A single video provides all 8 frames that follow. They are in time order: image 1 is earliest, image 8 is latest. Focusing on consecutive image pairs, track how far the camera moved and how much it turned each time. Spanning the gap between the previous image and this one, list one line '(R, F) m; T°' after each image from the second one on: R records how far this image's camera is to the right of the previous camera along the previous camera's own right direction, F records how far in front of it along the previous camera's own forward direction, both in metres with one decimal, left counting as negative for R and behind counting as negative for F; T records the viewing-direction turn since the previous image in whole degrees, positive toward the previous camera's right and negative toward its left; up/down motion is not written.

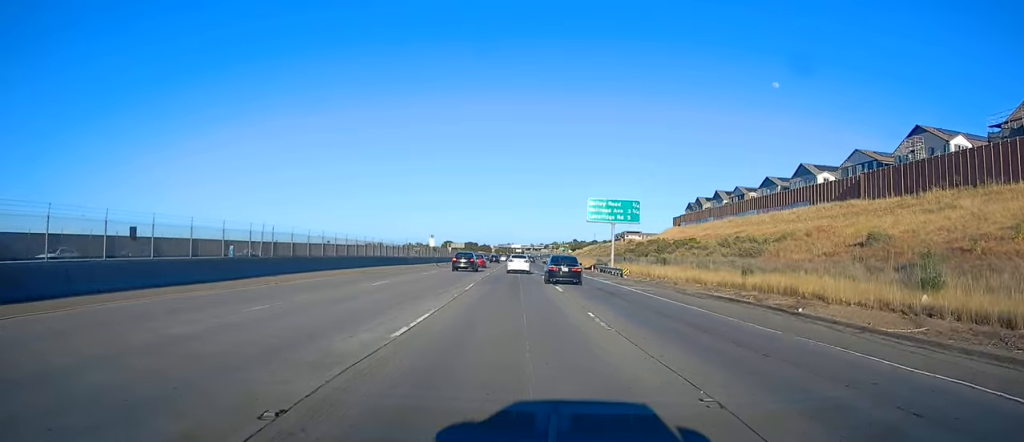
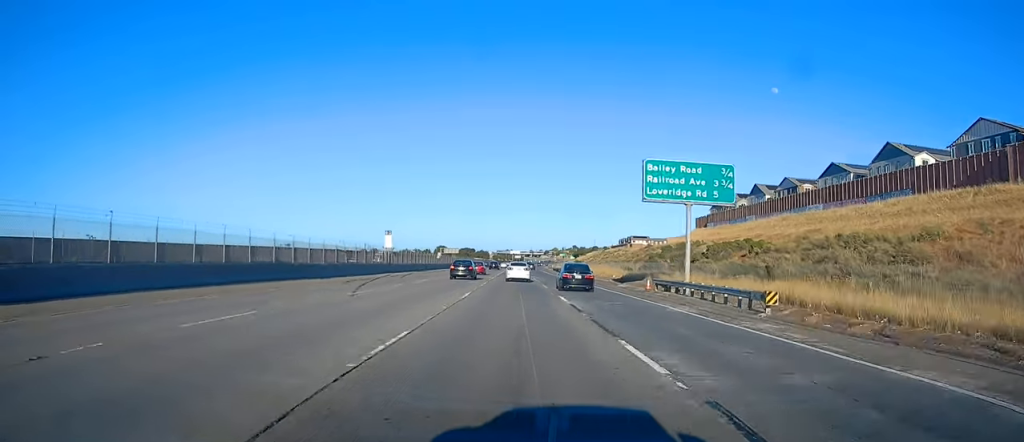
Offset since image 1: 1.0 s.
(-0.1, +33.1) m; 0°
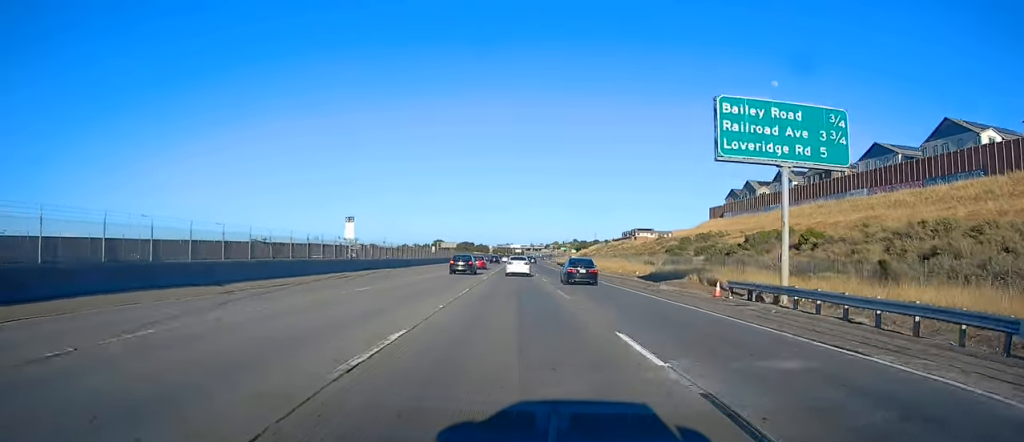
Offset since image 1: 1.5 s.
(0.0, +15.5) m; 0°
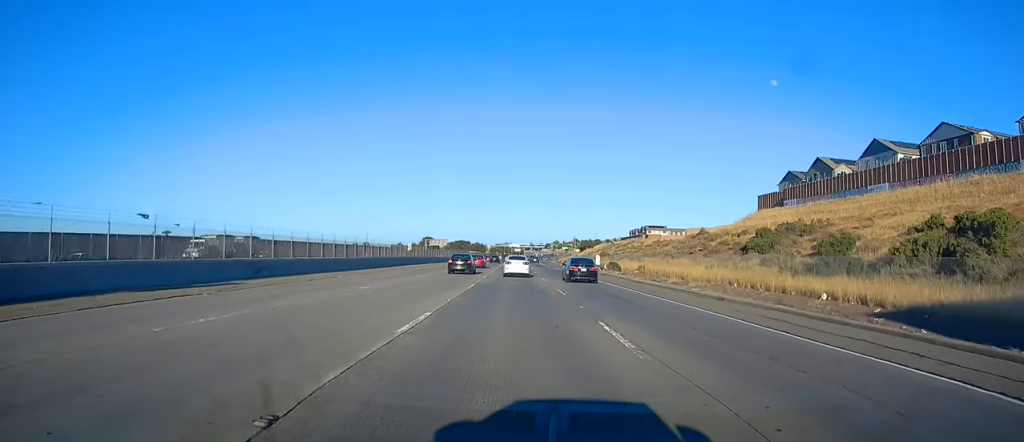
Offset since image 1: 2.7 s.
(+0.2, +42.2) m; 0°
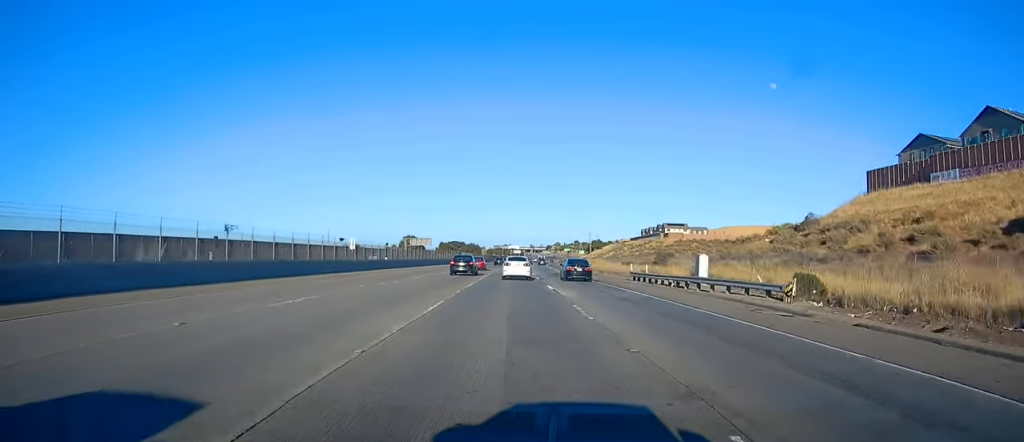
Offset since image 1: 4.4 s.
(-0.1, +54.3) m; 0°
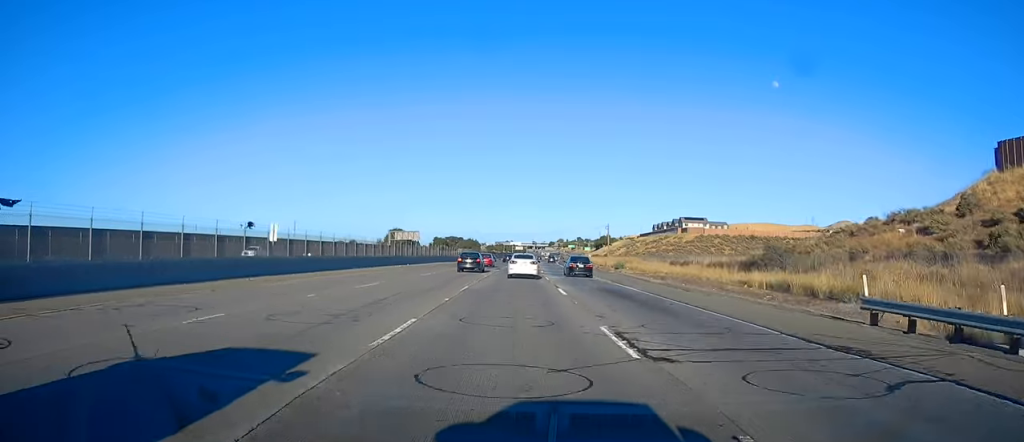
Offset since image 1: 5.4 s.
(+0.1, +35.1) m; 0°
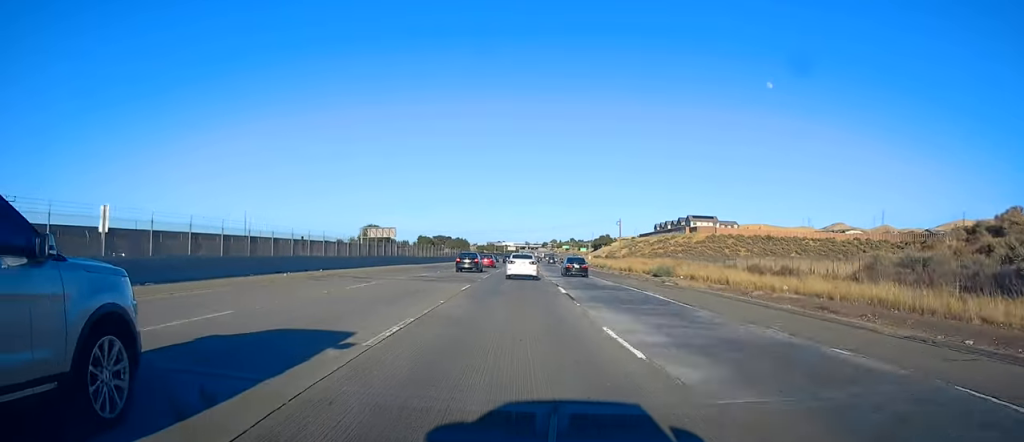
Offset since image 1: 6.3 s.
(0.0, +29.6) m; 0°
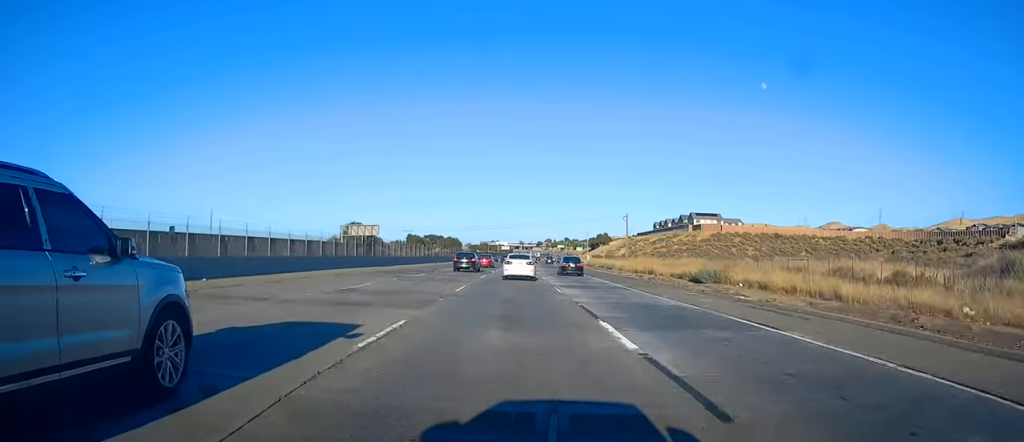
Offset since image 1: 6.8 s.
(0.0, +15.4) m; 0°
